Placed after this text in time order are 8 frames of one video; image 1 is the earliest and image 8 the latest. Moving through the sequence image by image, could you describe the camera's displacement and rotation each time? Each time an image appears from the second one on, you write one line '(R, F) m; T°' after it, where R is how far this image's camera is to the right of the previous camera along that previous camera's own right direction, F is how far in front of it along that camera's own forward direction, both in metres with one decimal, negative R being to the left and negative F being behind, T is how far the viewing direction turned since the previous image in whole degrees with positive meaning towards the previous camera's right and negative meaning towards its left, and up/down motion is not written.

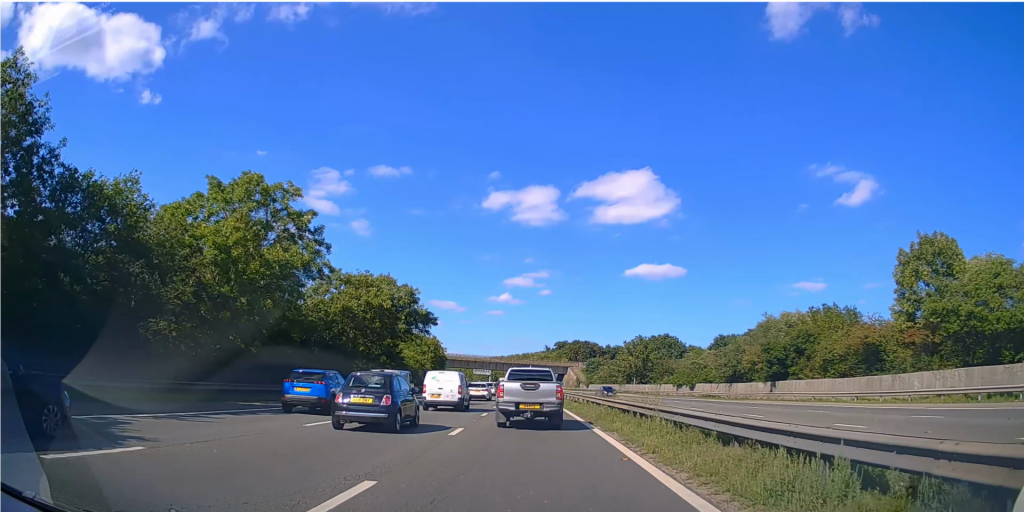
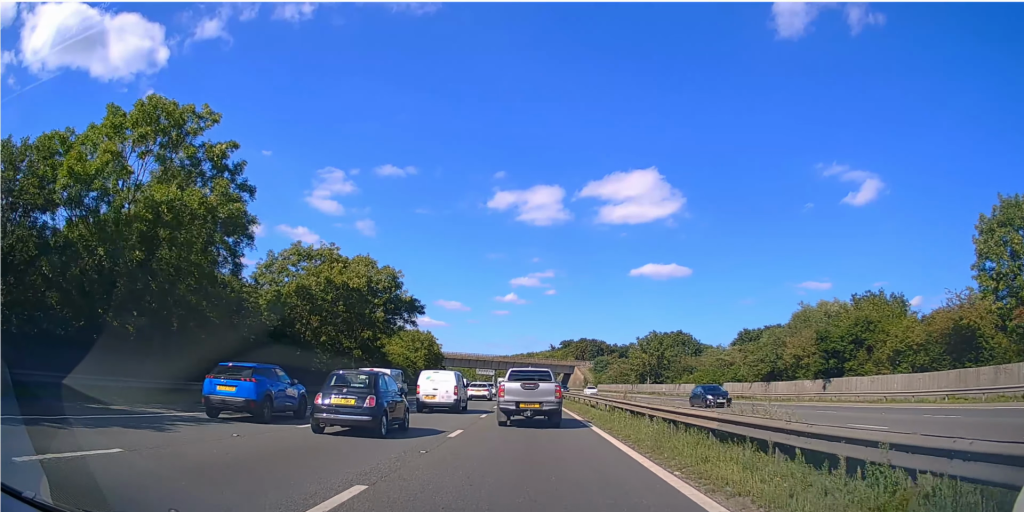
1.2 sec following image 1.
(-0.1, +10.6) m; -1°
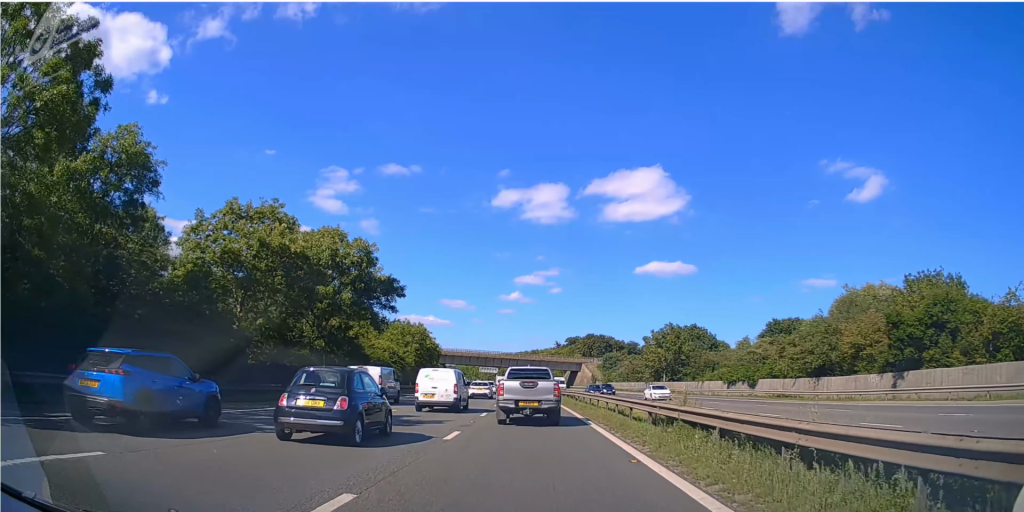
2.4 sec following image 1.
(0.0, +9.3) m; 0°
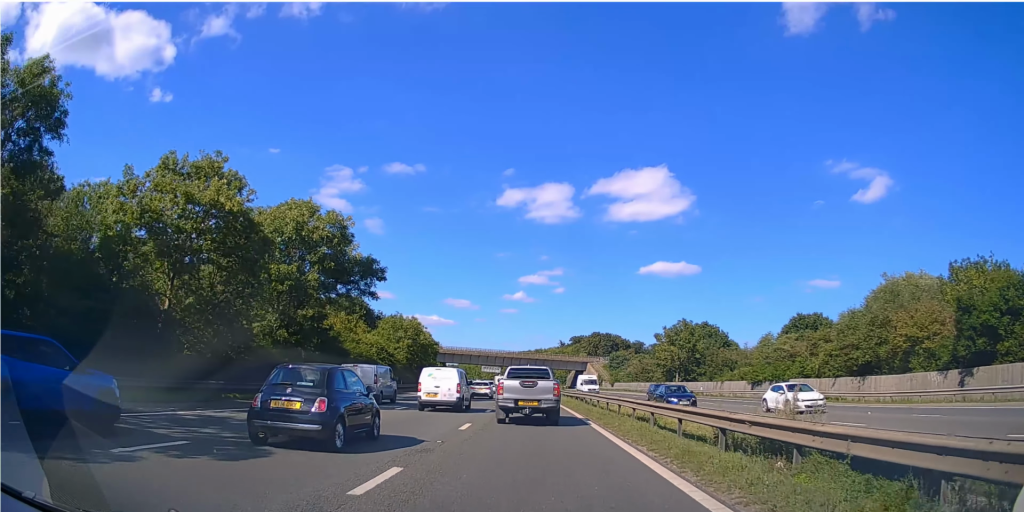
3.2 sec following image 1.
(0.0, +6.8) m; -1°
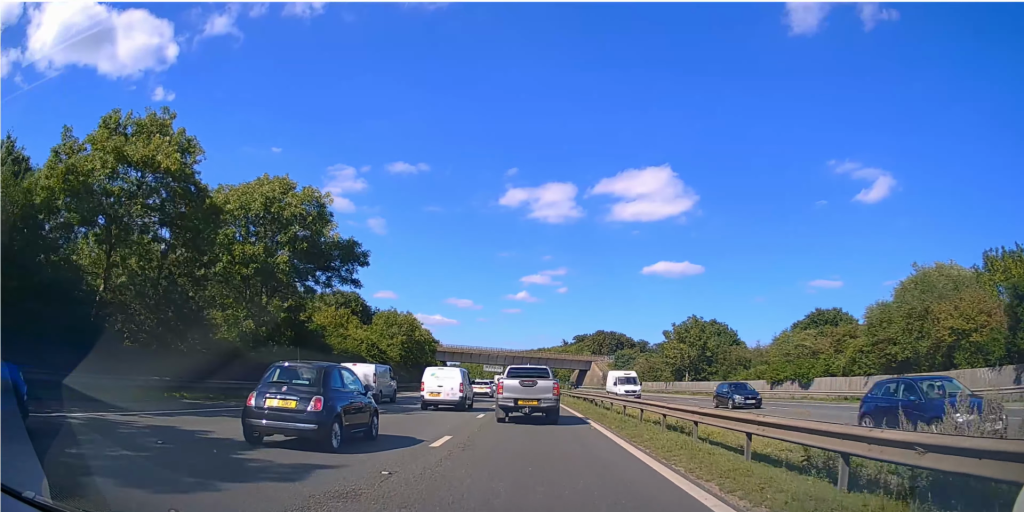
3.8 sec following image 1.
(-0.1, +5.0) m; -1°
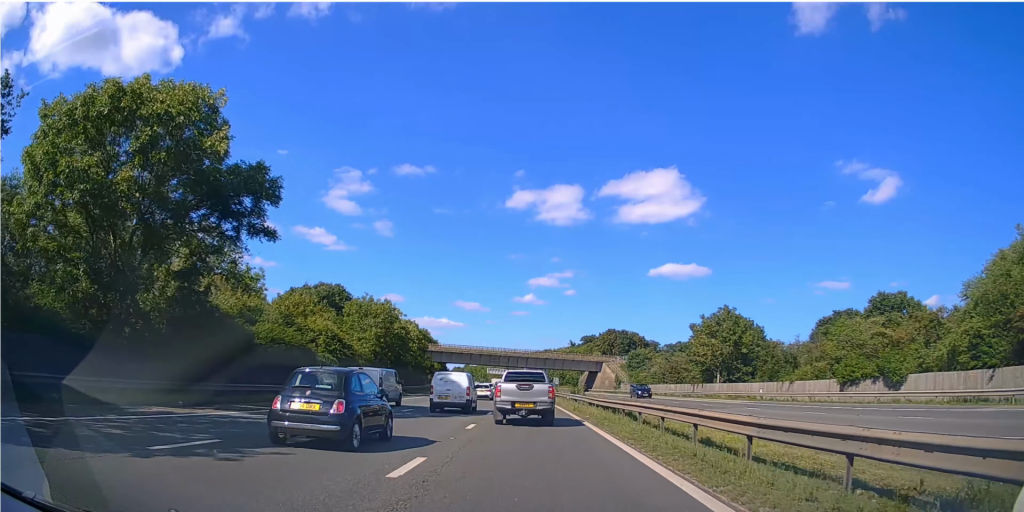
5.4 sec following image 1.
(+0.1, +10.1) m; +1°
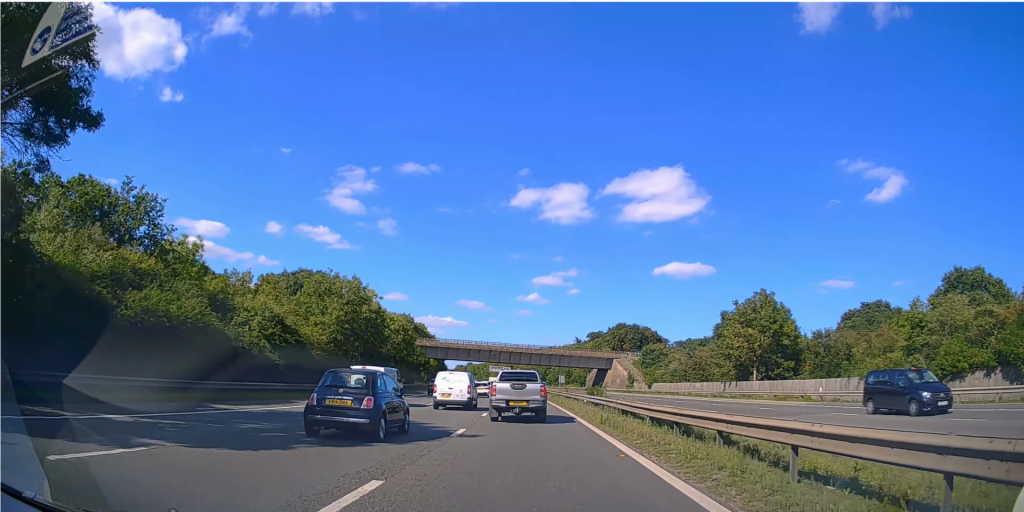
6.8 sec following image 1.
(0.0, +6.9) m; +1°
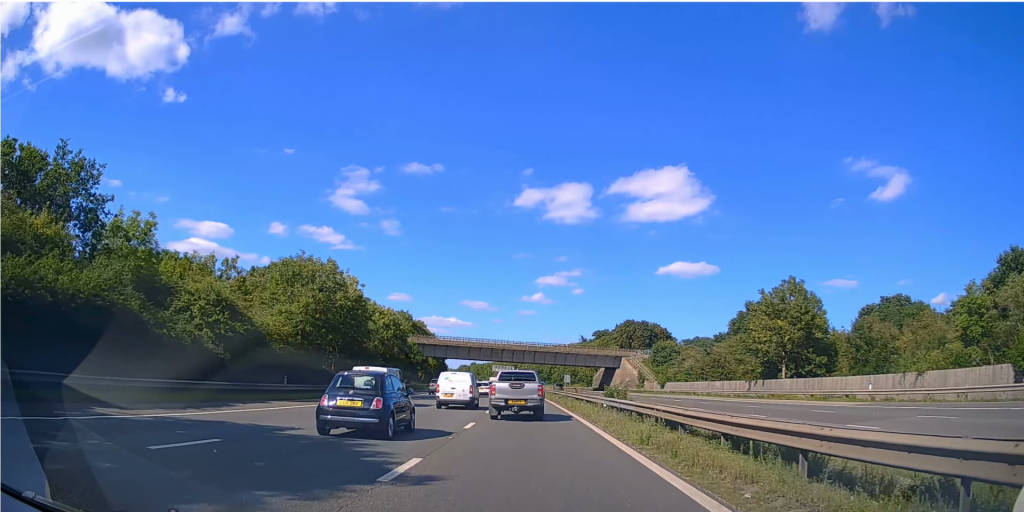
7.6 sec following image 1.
(0.0, +3.9) m; -1°
